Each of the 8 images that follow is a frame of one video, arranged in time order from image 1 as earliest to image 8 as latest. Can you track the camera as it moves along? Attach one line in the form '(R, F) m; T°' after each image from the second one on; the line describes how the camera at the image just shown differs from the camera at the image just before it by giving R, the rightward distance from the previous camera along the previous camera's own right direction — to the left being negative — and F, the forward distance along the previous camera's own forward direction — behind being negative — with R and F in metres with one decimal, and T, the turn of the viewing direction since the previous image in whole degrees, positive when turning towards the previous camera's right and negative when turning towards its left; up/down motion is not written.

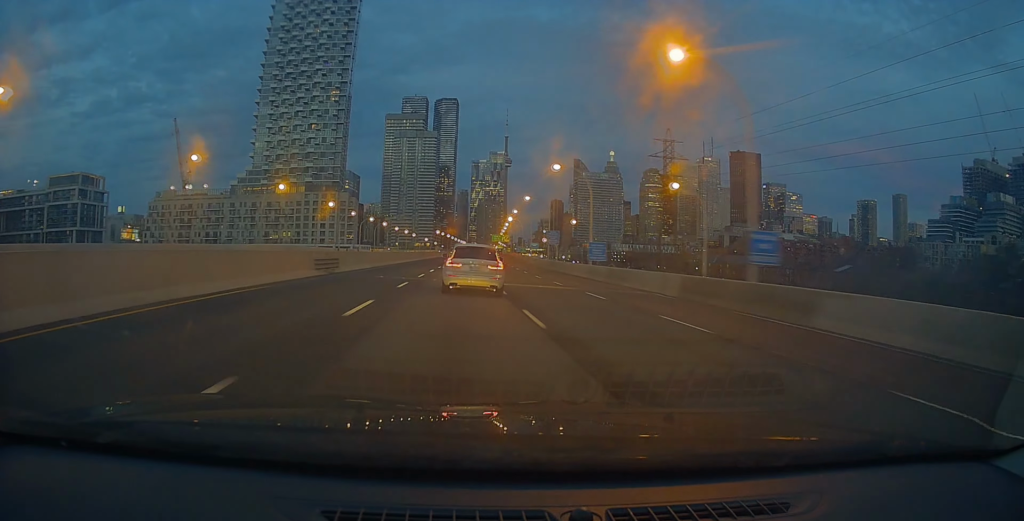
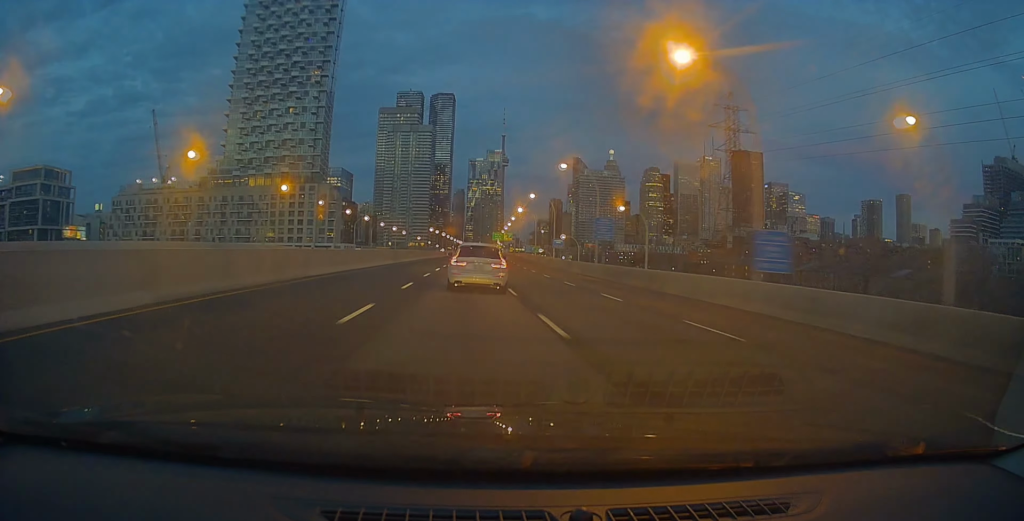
(-0.5, +27.6) m; -1°
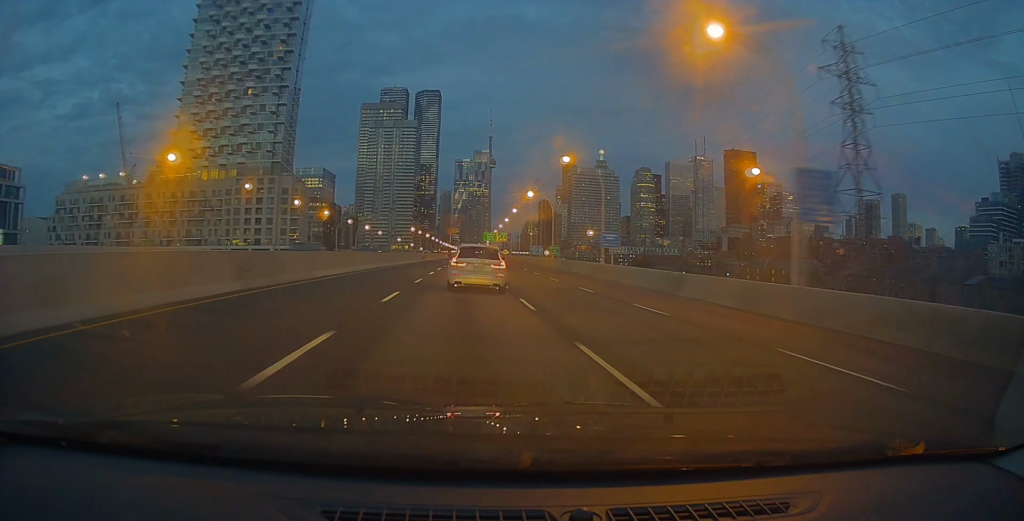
(+0.5, +30.7) m; +2°
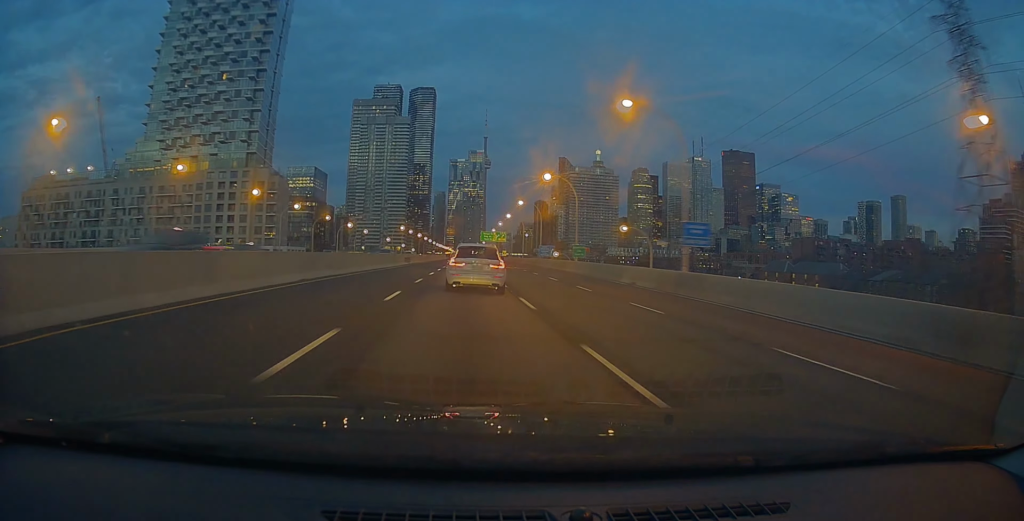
(+0.3, +17.4) m; +1°
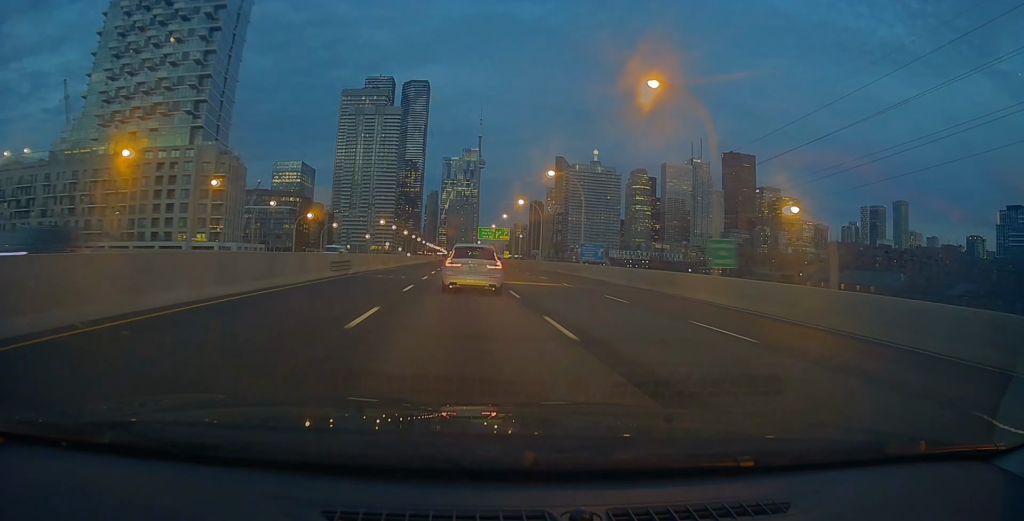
(-0.1, +31.7) m; -1°
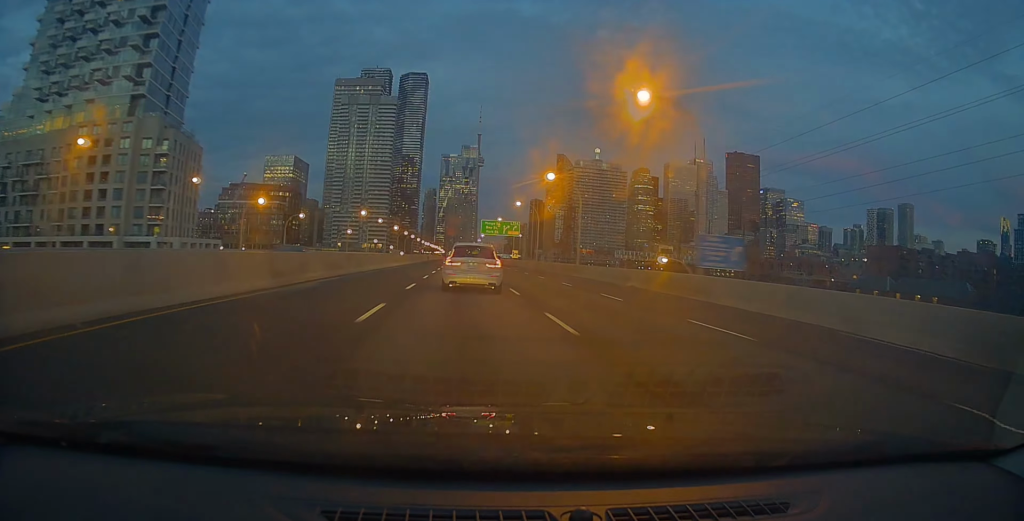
(-0.1, +26.3) m; +1°
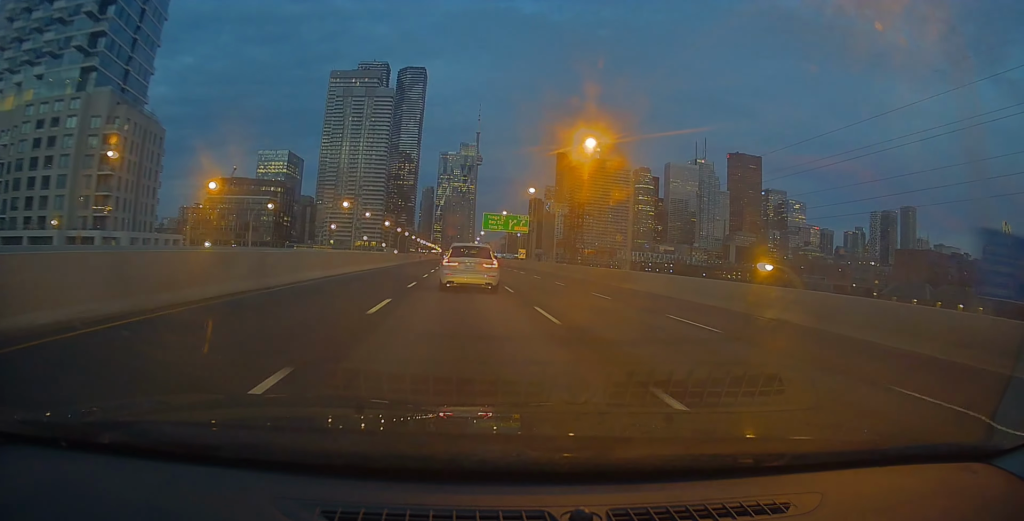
(+0.5, +16.6) m; +1°
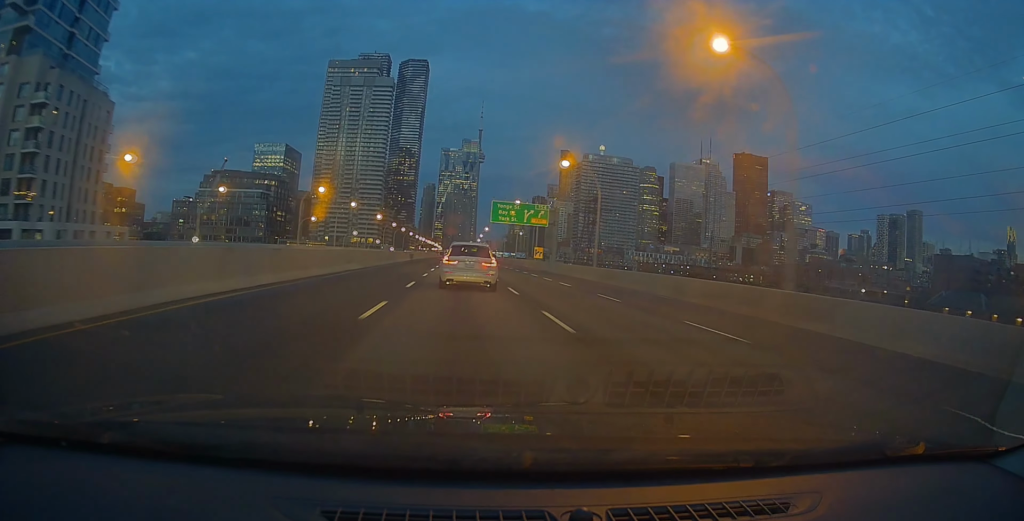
(-0.2, +19.2) m; 0°
